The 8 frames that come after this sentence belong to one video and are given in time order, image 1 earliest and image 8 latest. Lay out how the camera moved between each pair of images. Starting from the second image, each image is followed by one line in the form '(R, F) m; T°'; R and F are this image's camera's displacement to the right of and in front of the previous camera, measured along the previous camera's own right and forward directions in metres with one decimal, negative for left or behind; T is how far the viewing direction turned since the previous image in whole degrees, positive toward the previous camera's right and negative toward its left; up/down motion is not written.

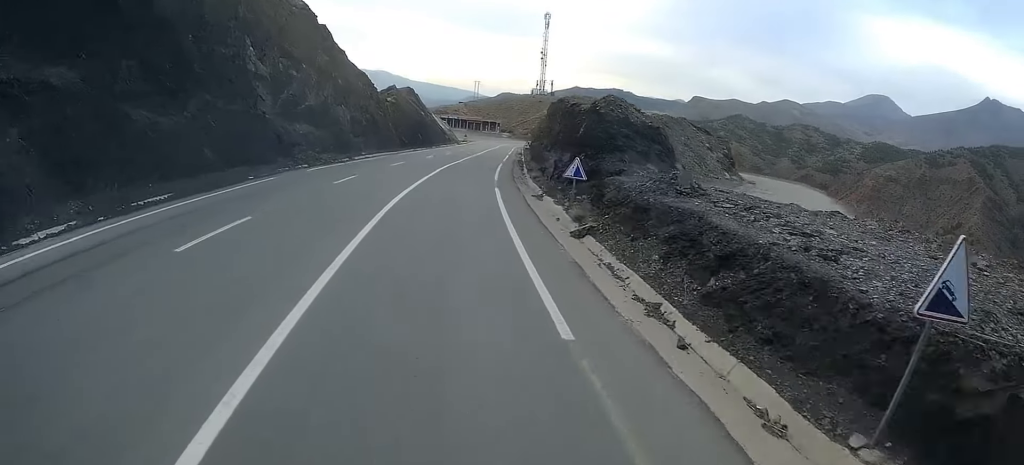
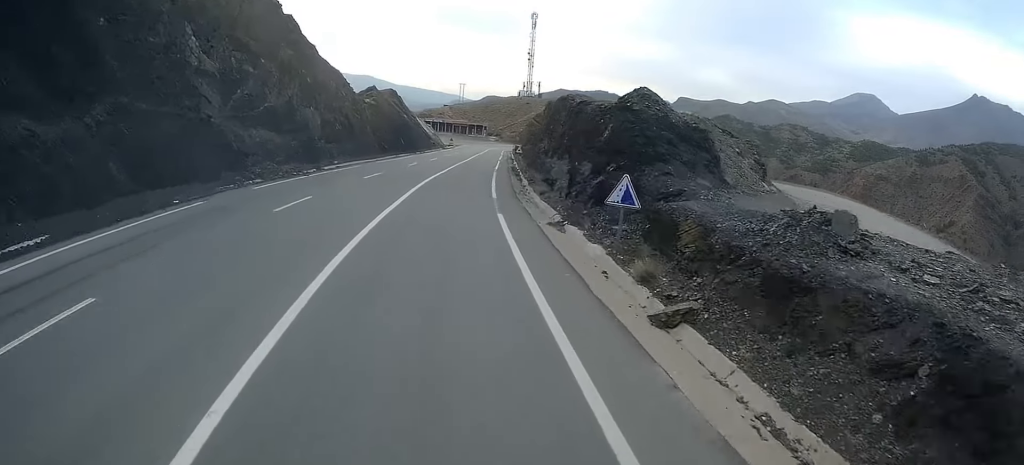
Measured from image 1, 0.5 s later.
(+0.4, +7.8) m; +2°
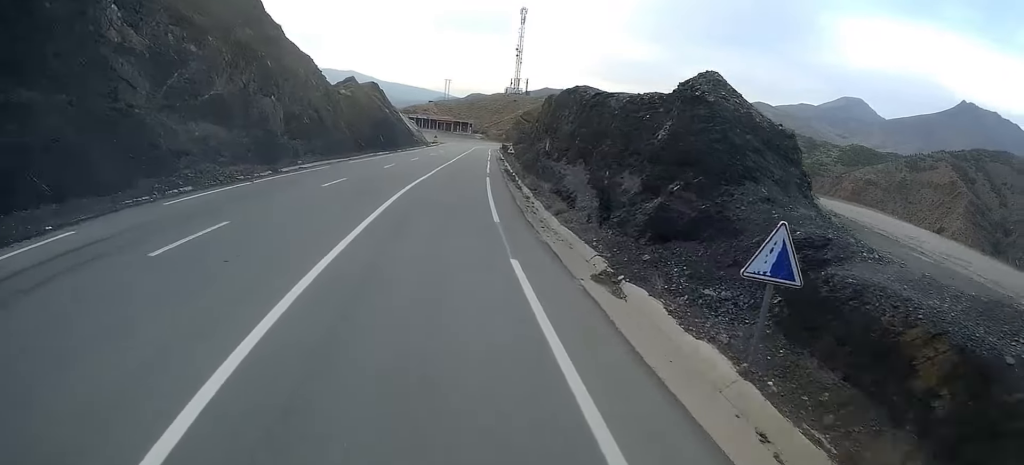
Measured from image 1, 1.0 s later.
(0.0, +7.8) m; 0°
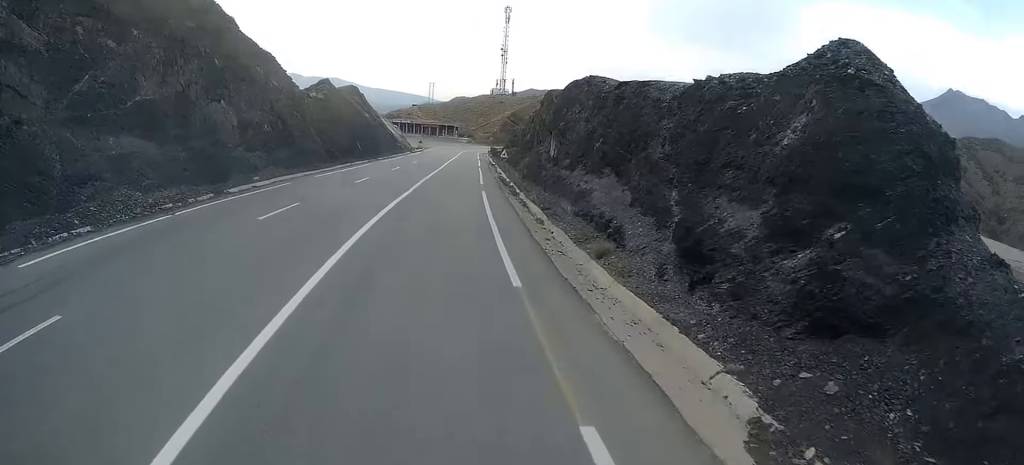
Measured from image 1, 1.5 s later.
(0.0, +7.1) m; 0°
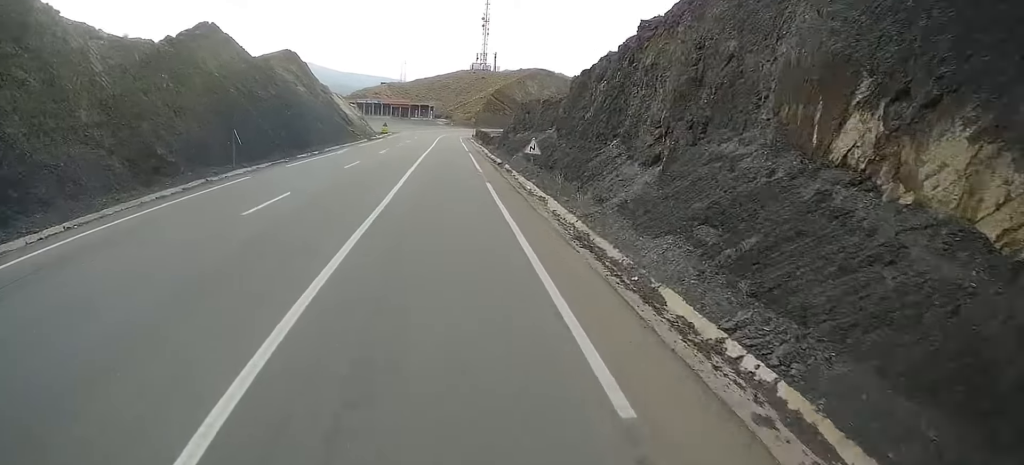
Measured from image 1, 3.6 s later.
(+1.0, +31.8) m; +4°
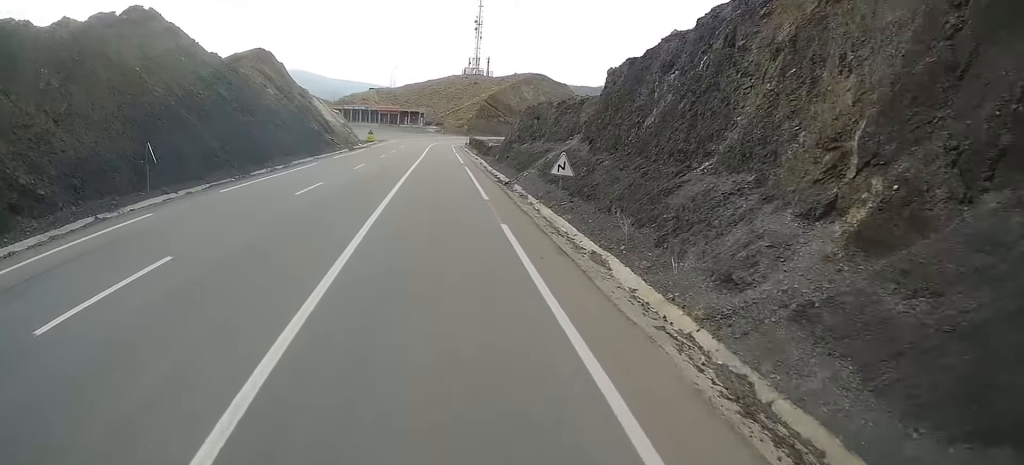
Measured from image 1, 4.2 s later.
(0.0, +9.0) m; 0°
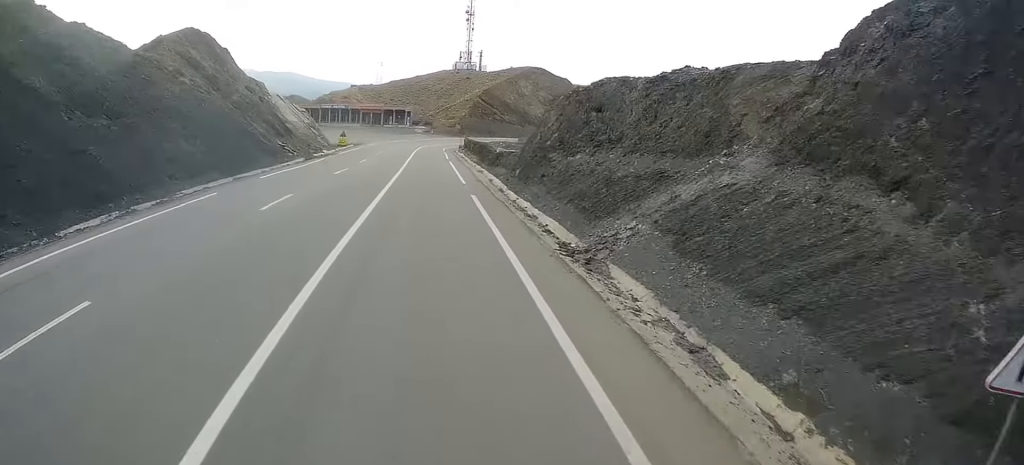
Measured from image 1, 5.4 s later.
(0.0, +18.6) m; 0°
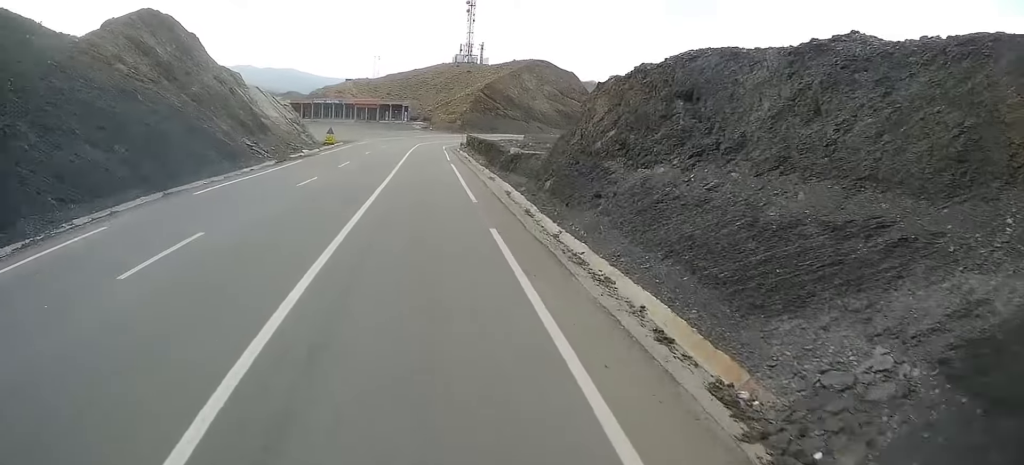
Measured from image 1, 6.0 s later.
(0.0, +9.0) m; -1°
